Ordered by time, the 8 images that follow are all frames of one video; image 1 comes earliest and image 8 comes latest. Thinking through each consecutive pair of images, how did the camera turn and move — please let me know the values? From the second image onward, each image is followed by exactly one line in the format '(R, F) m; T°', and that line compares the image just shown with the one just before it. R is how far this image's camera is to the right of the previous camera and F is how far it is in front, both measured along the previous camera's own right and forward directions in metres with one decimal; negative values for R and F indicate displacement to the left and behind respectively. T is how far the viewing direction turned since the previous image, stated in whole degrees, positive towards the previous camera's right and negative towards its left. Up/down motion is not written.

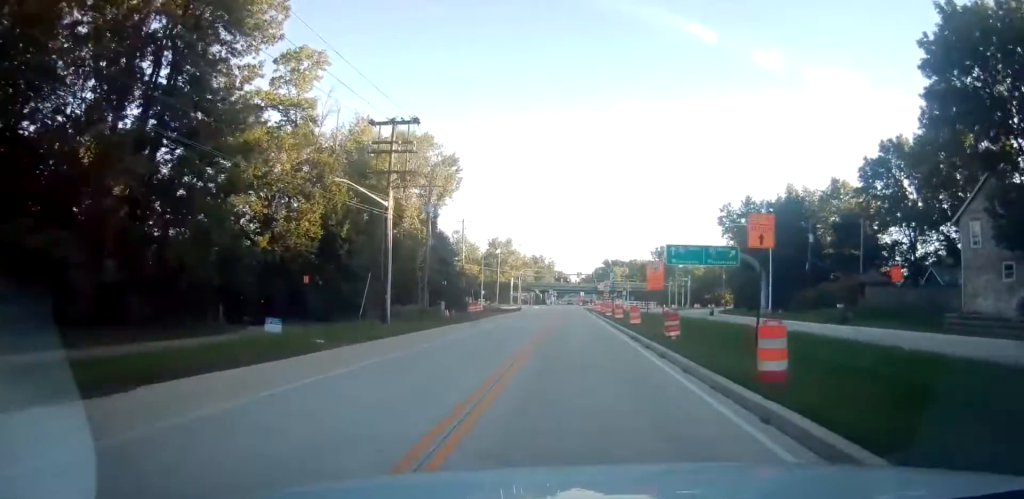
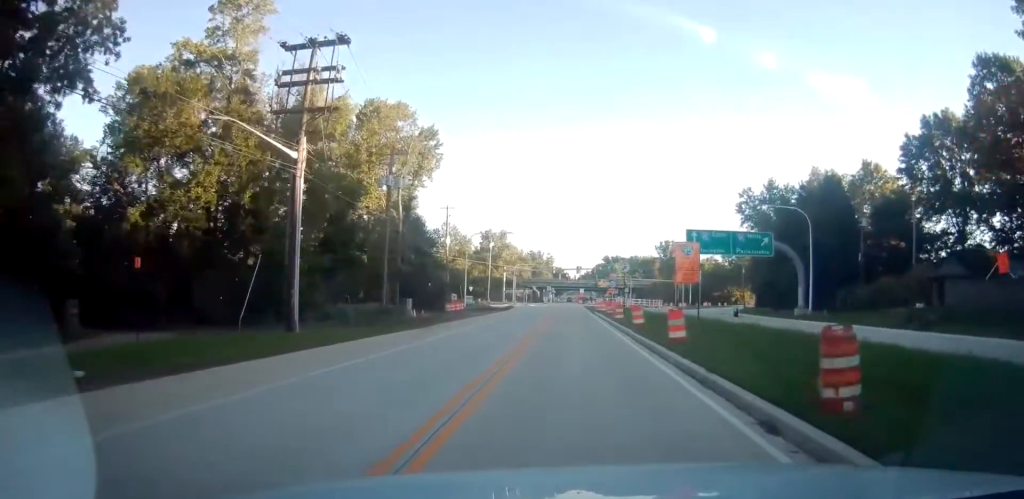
(+0.3, +11.6) m; 0°
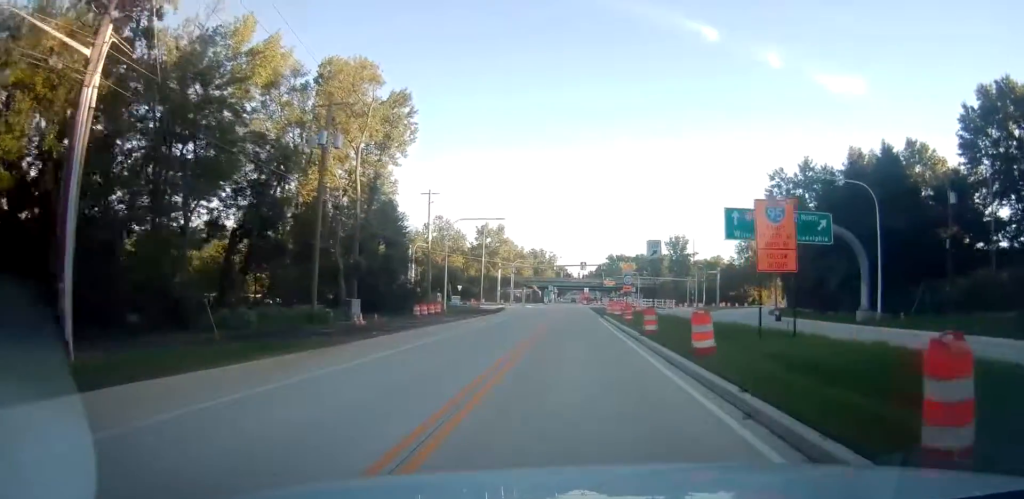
(-0.1, +13.0) m; -1°
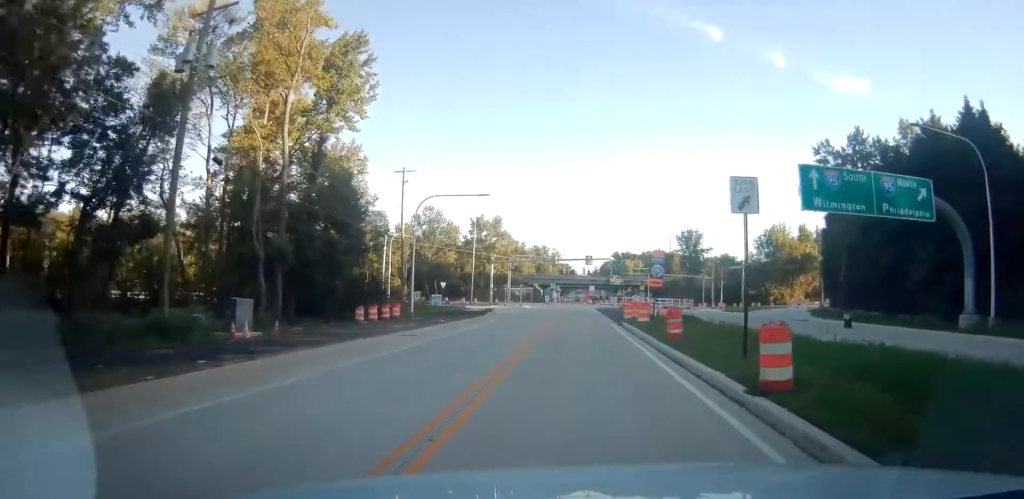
(-0.2, +13.2) m; -1°
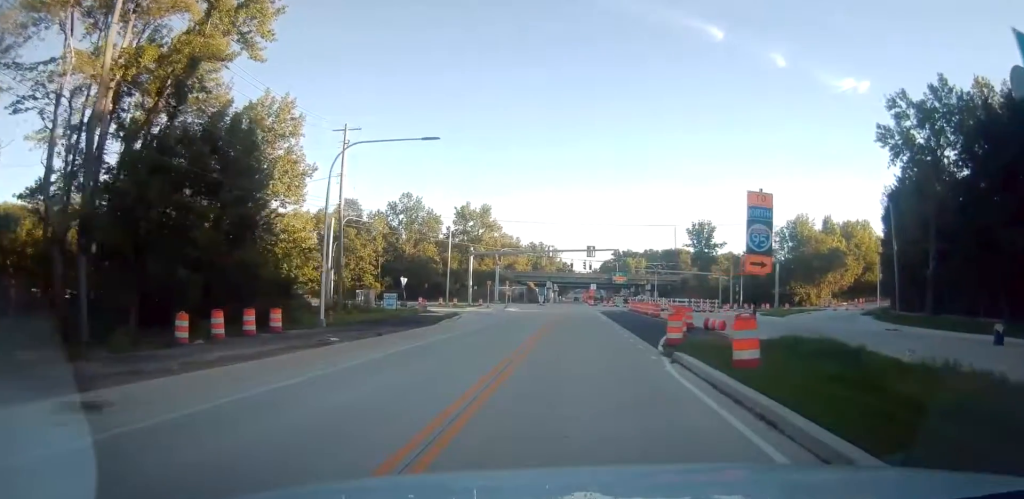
(0.0, +17.0) m; 0°
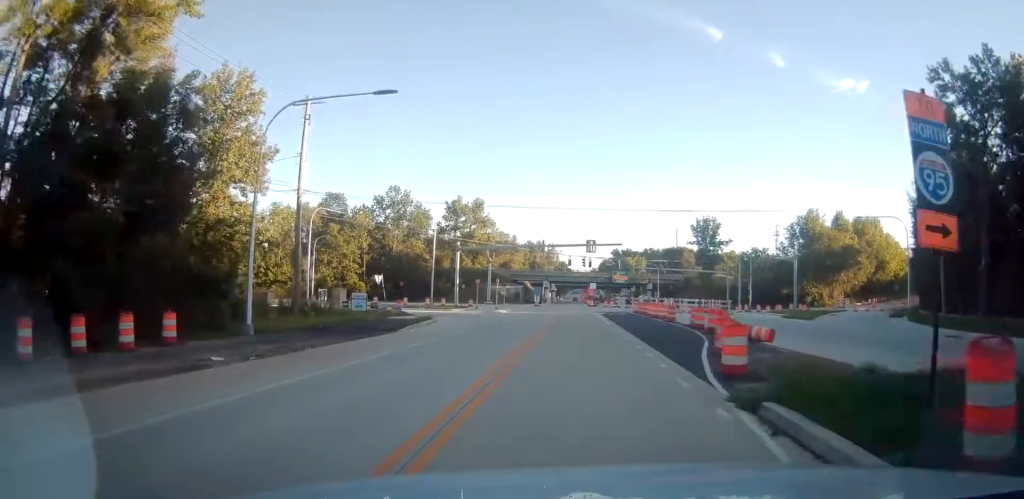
(0.0, +7.2) m; 0°
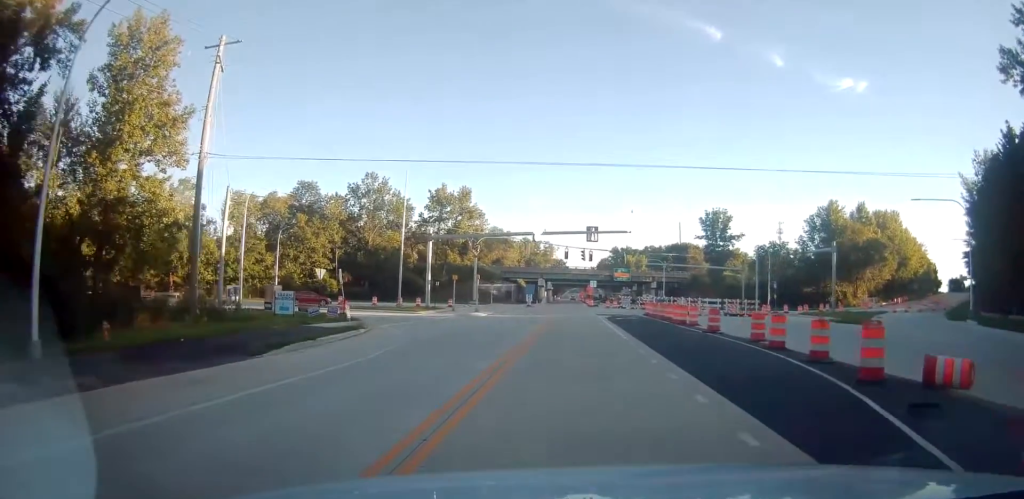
(0.0, +12.4) m; 0°
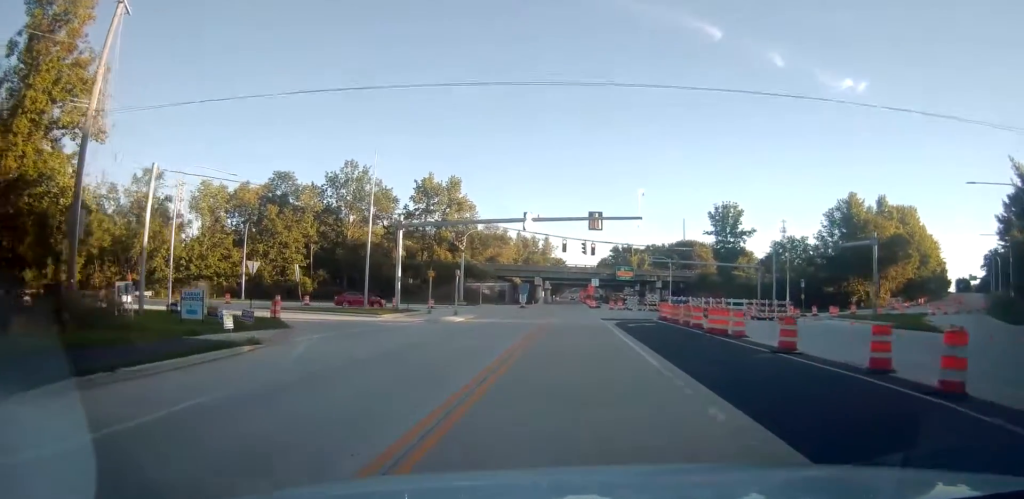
(0.0, +9.7) m; 0°
